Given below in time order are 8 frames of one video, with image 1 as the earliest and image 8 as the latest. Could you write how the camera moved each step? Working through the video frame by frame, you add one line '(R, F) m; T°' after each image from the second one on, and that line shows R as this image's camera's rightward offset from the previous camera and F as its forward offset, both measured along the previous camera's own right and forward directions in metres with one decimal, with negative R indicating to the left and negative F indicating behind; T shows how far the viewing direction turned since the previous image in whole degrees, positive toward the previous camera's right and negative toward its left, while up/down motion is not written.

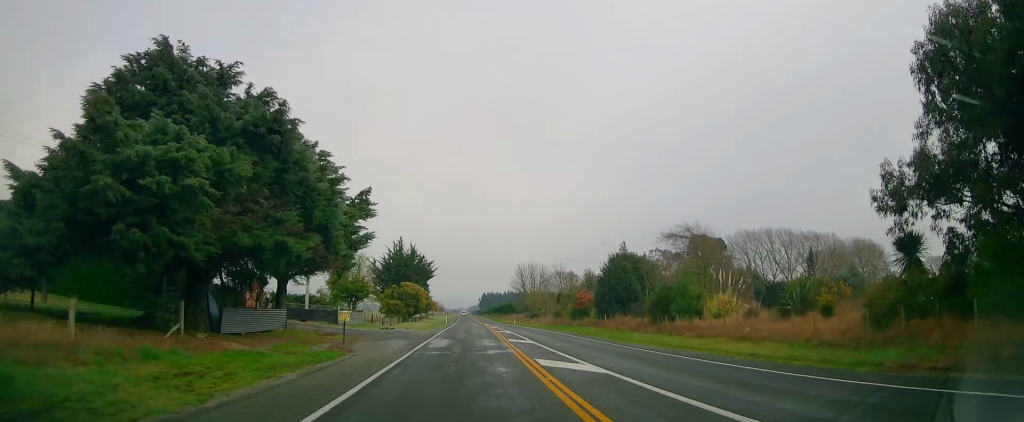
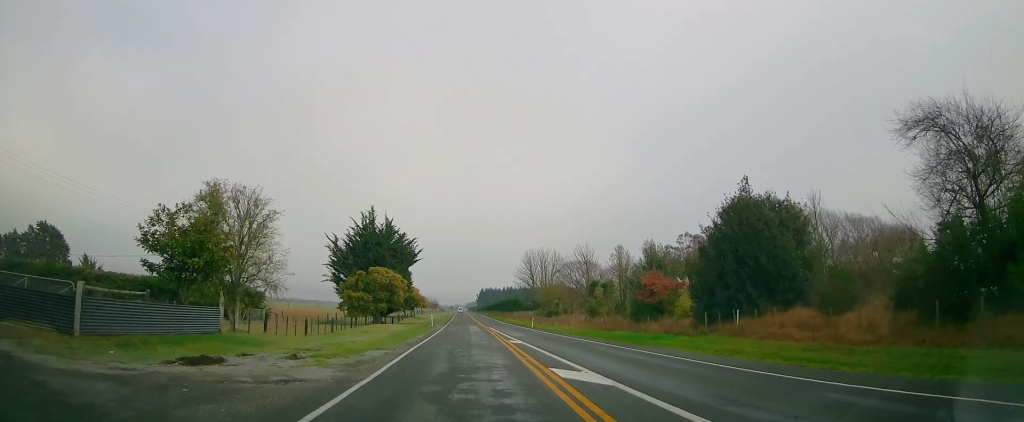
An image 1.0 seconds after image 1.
(-0.2, +26.9) m; 0°
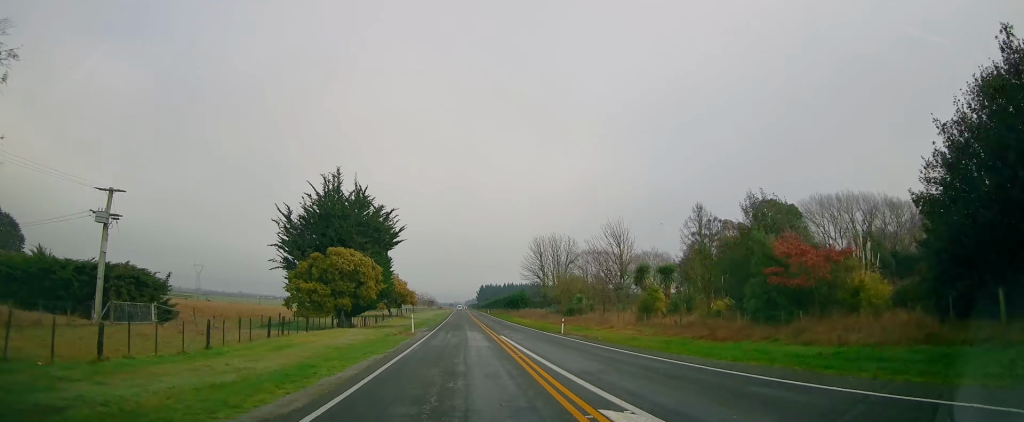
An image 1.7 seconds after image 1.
(-0.1, +18.9) m; 0°
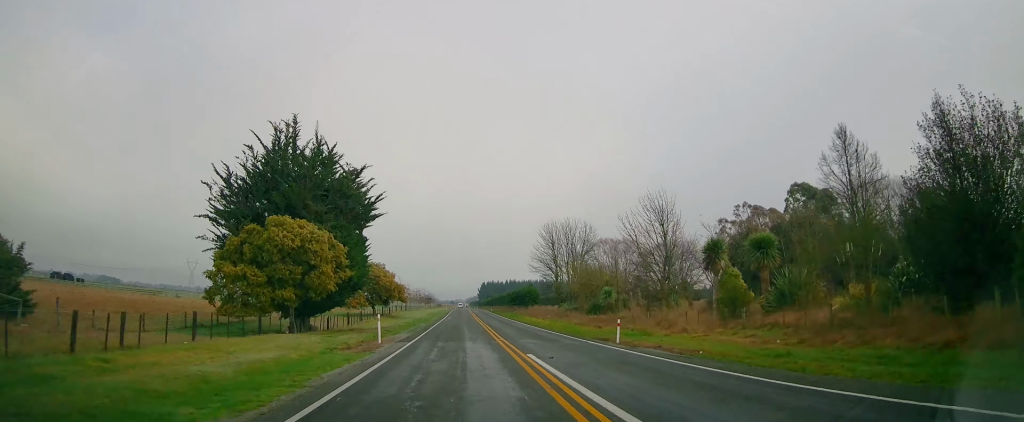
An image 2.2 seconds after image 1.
(+0.2, +14.3) m; 0°
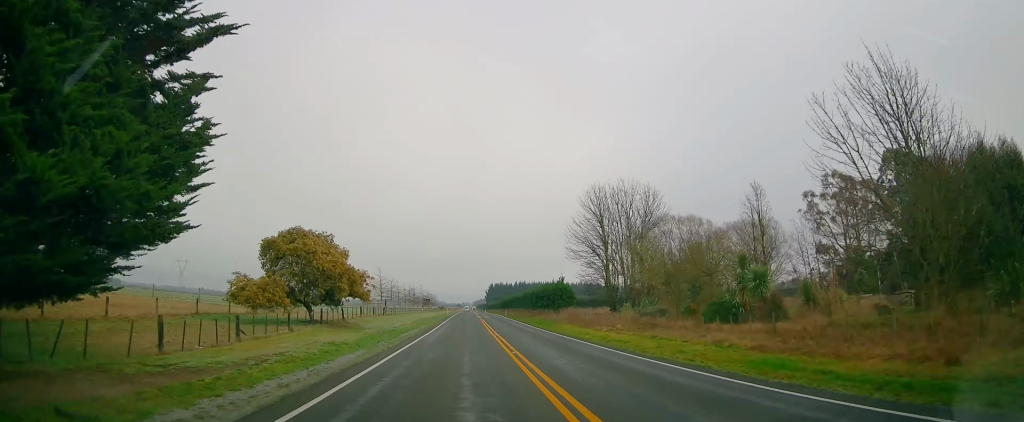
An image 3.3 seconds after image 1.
(+0.1, +29.2) m; 0°
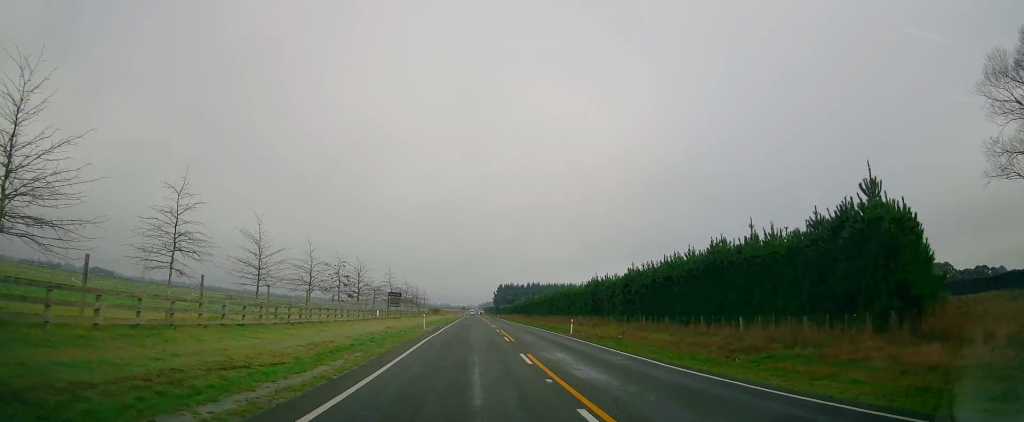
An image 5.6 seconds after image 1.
(-0.1, +60.4) m; -1°
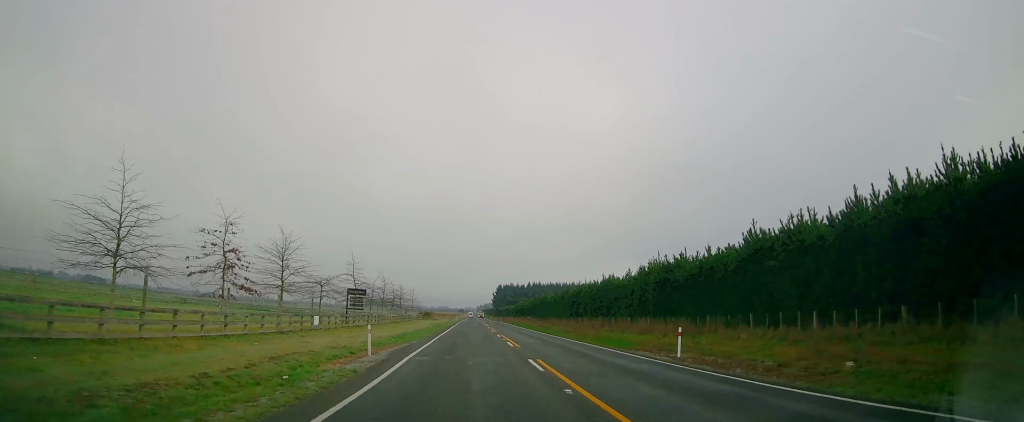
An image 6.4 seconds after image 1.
(-0.3, +21.0) m; -1°
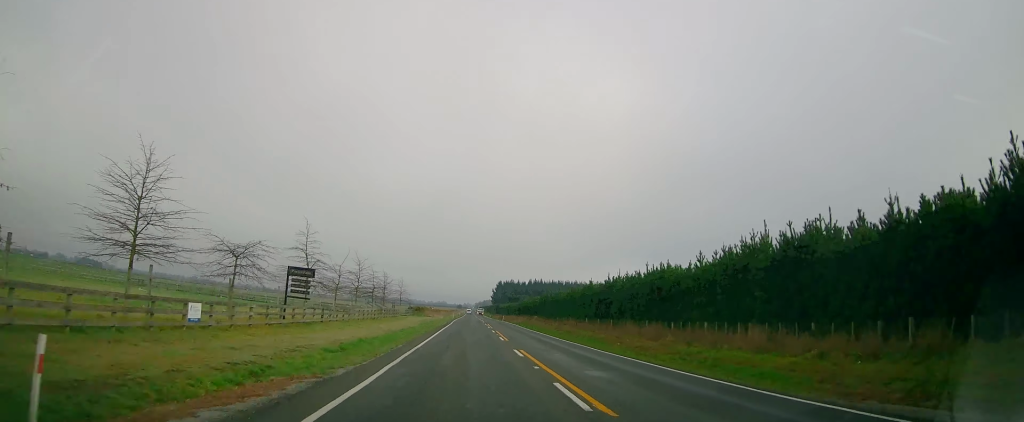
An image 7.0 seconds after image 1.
(0.0, +15.0) m; 0°
